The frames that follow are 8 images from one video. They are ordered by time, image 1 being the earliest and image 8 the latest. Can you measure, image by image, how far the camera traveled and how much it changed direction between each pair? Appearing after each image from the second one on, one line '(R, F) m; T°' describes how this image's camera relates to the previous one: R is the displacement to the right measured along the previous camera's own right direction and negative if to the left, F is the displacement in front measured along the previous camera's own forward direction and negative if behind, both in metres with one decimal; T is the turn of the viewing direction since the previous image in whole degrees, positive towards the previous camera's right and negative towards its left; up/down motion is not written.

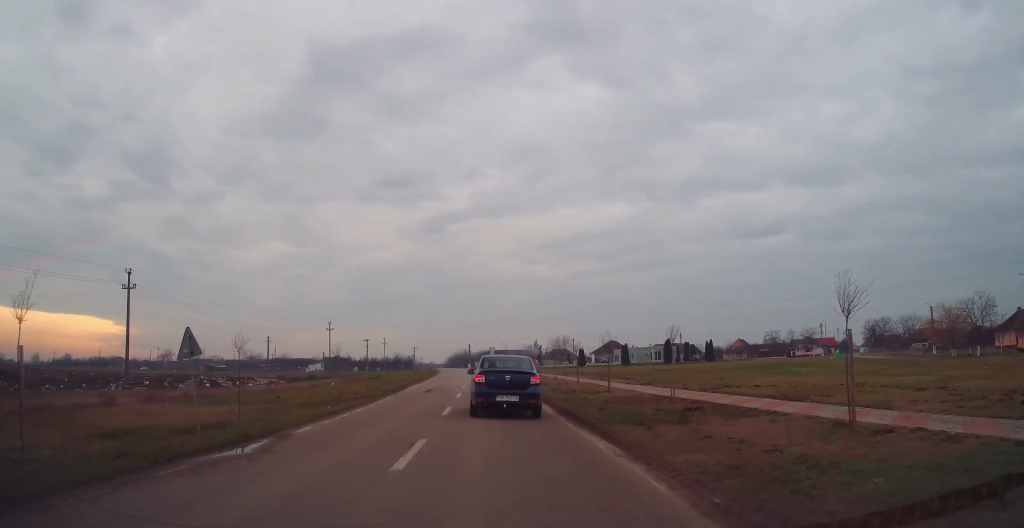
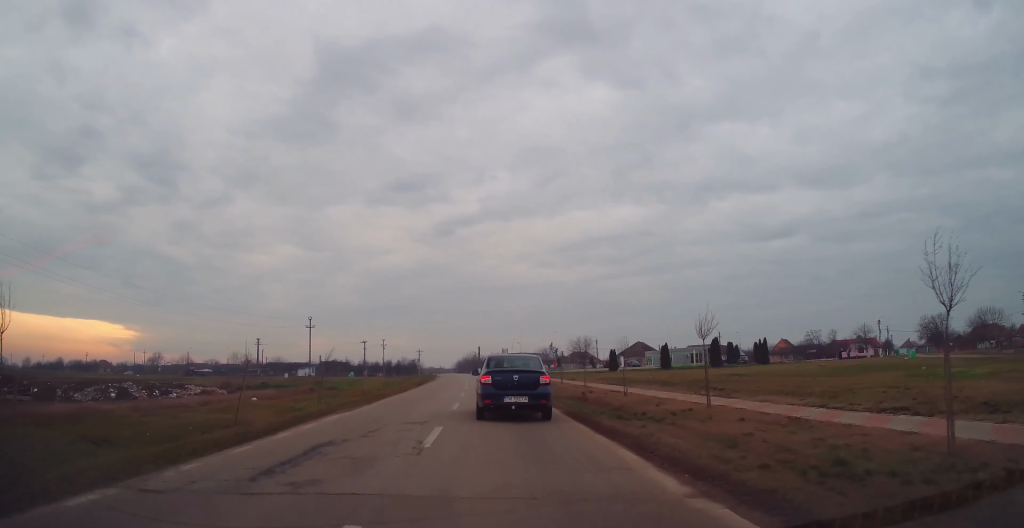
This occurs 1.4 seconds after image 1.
(-0.1, +22.4) m; +1°
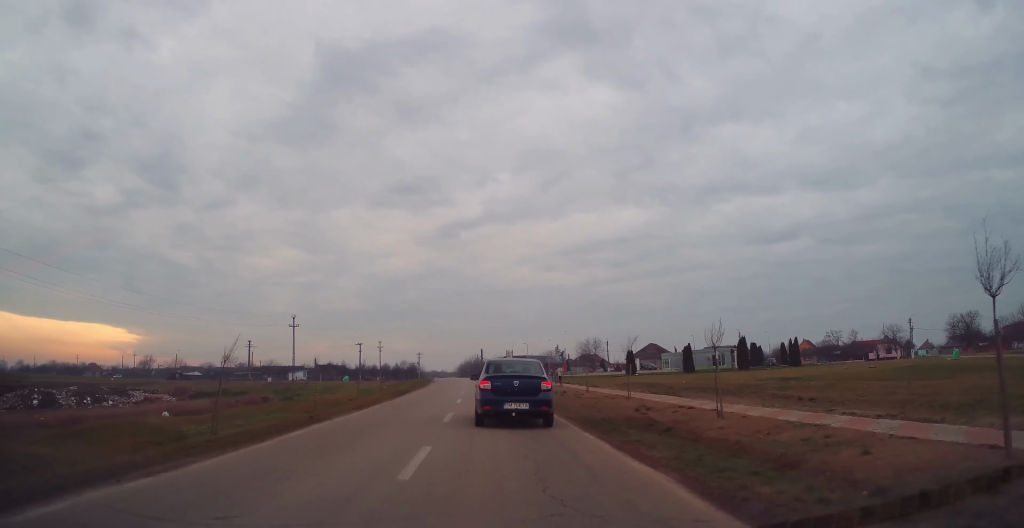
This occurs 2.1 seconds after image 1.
(0.0, +10.9) m; -1°
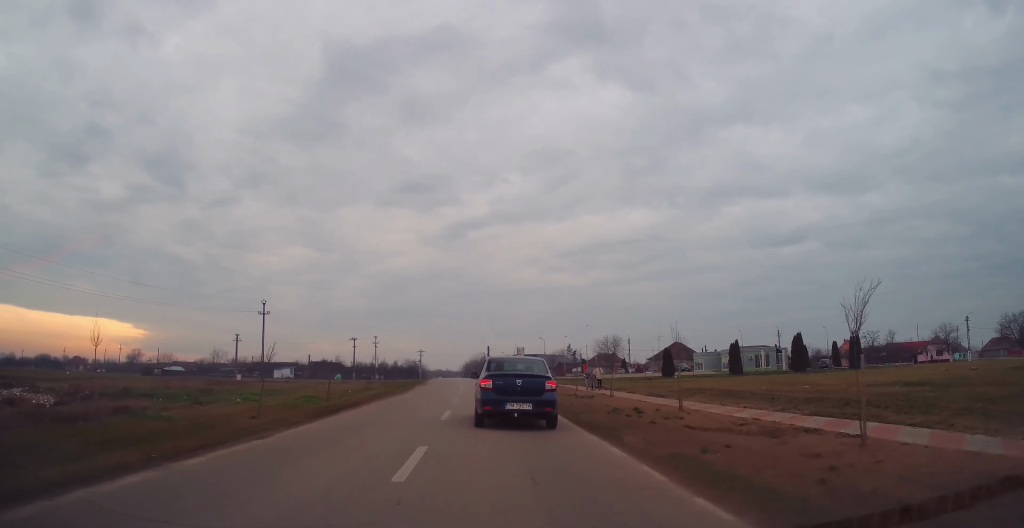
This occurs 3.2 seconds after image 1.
(-0.3, +16.5) m; -2°
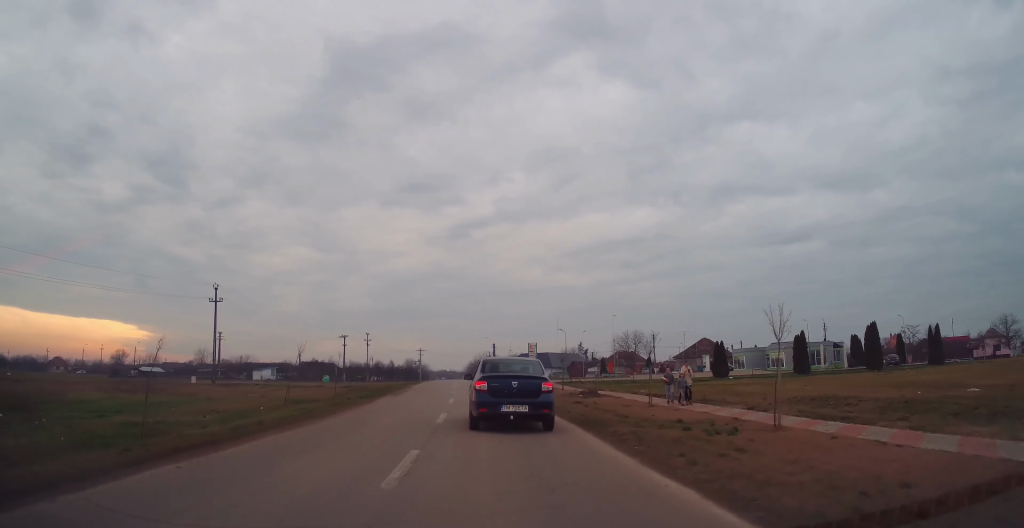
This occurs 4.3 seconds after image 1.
(-0.2, +16.9) m; -1°
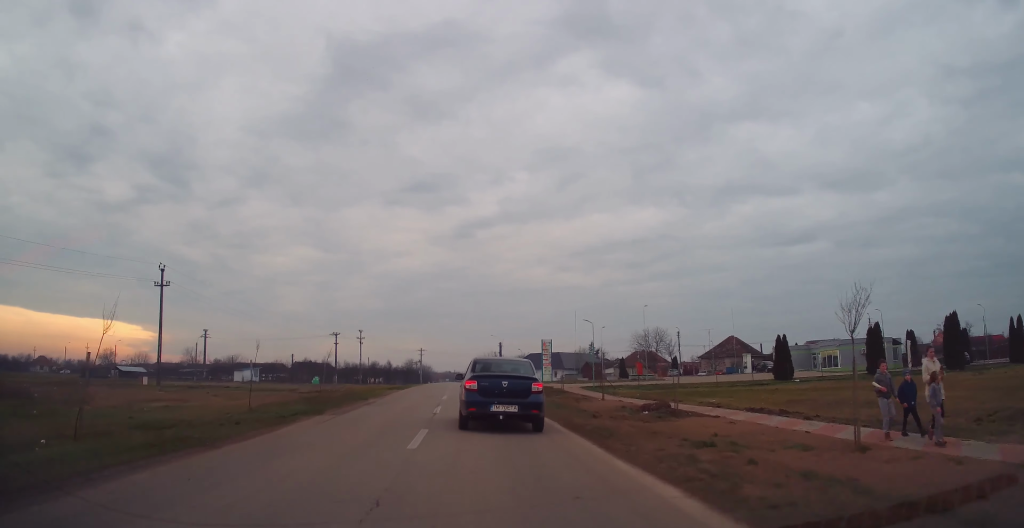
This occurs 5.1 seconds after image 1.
(-0.1, +13.3) m; 0°
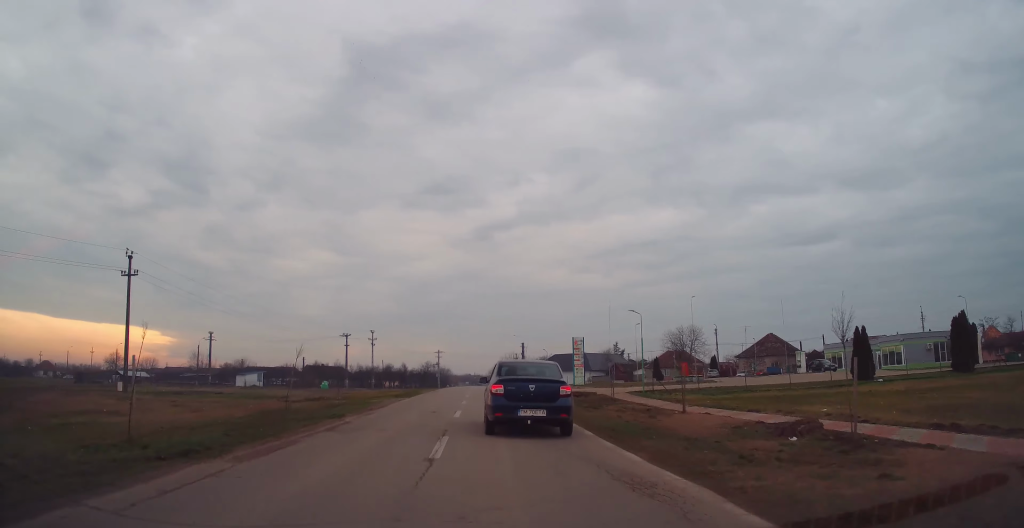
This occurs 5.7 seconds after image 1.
(0.0, +8.7) m; -1°
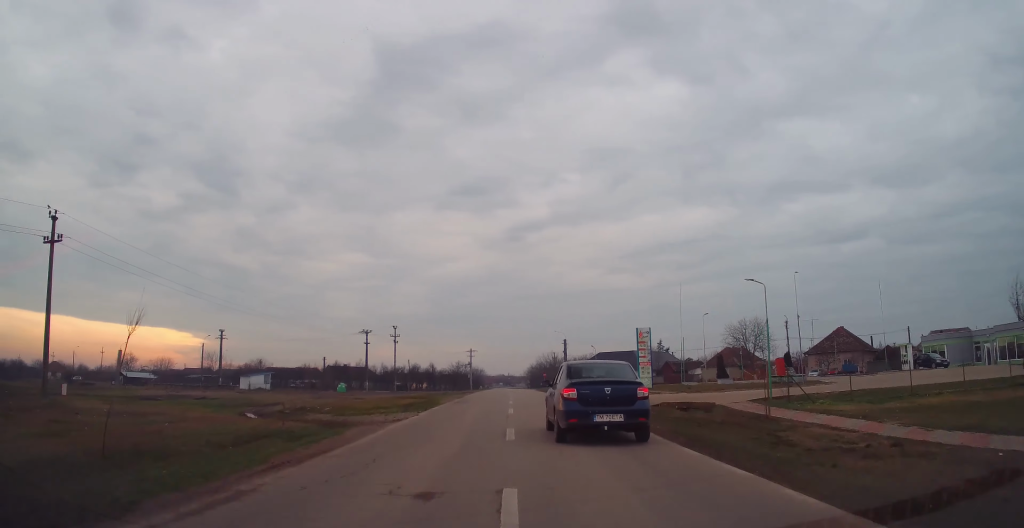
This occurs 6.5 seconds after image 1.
(+0.1, +13.1) m; -3°
